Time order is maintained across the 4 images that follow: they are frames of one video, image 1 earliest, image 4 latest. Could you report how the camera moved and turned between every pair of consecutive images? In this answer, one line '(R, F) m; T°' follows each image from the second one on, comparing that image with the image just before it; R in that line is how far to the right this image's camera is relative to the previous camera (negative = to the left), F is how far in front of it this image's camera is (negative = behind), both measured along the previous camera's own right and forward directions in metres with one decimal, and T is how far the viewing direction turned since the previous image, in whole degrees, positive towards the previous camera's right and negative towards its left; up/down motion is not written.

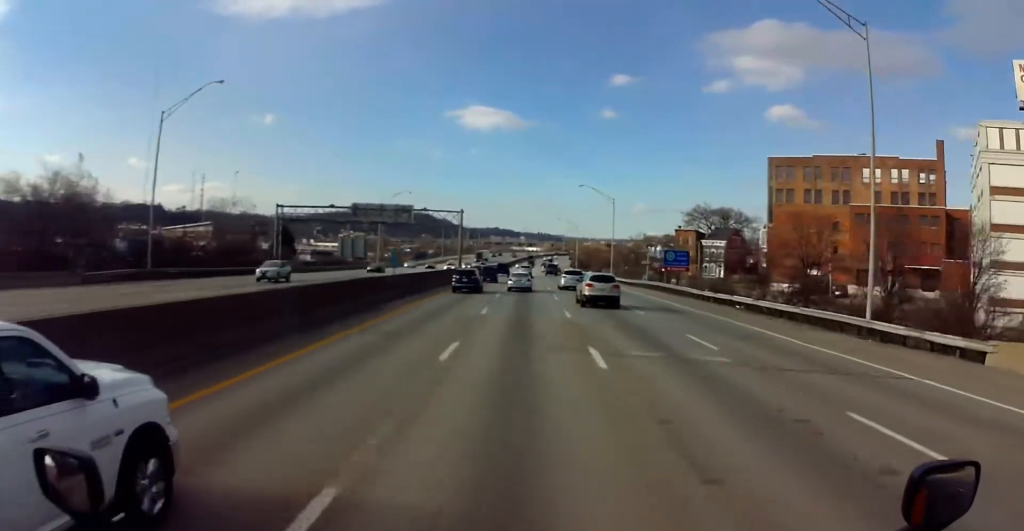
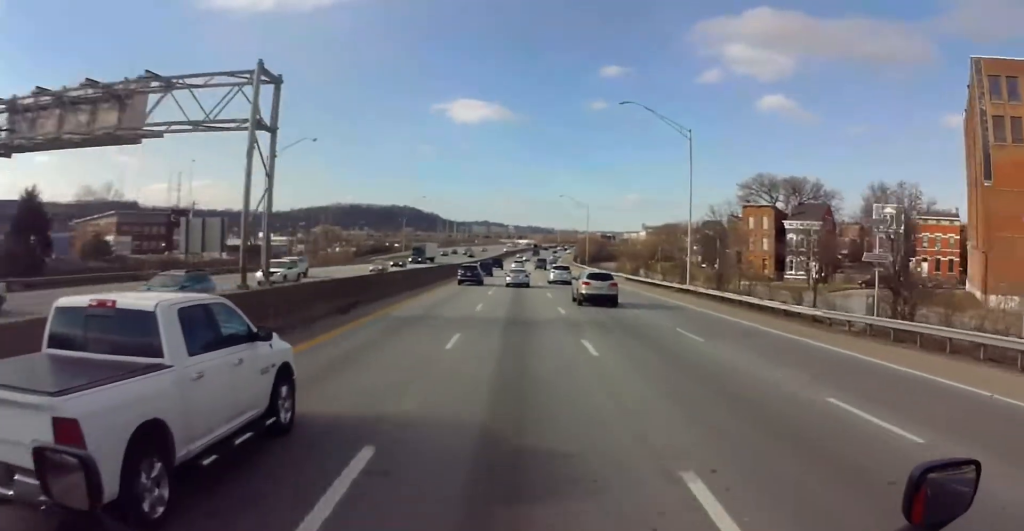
(+0.6, +60.7) m; +1°
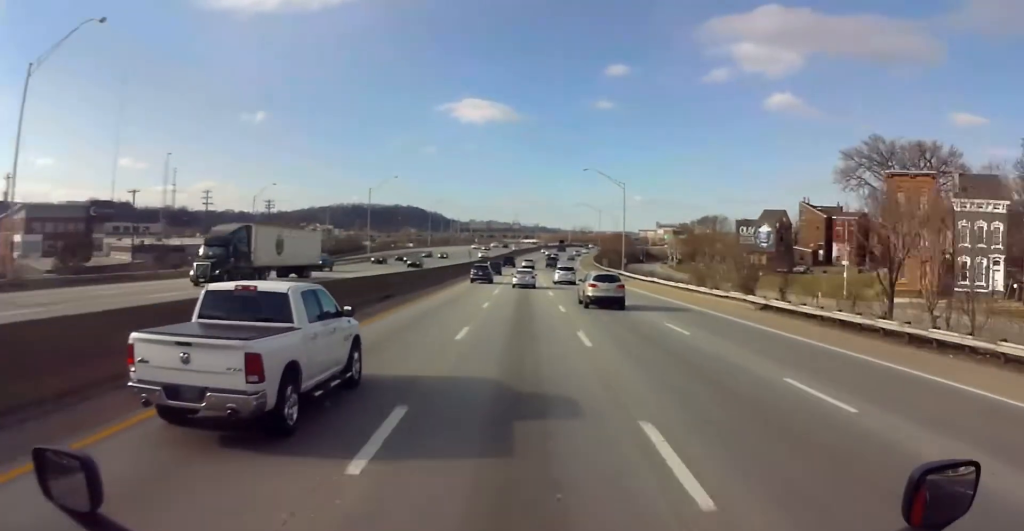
(-0.3, +46.7) m; -1°
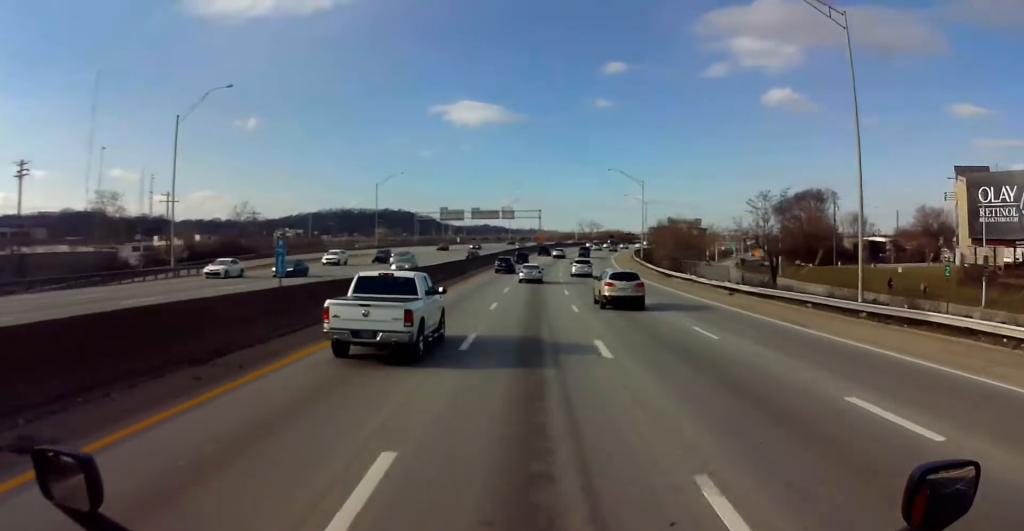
(-0.2, +75.5) m; 0°
